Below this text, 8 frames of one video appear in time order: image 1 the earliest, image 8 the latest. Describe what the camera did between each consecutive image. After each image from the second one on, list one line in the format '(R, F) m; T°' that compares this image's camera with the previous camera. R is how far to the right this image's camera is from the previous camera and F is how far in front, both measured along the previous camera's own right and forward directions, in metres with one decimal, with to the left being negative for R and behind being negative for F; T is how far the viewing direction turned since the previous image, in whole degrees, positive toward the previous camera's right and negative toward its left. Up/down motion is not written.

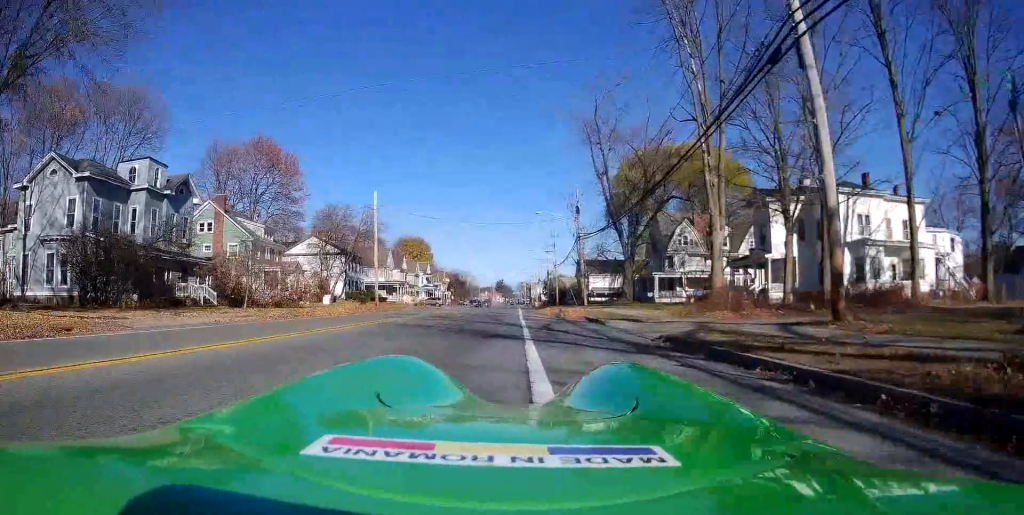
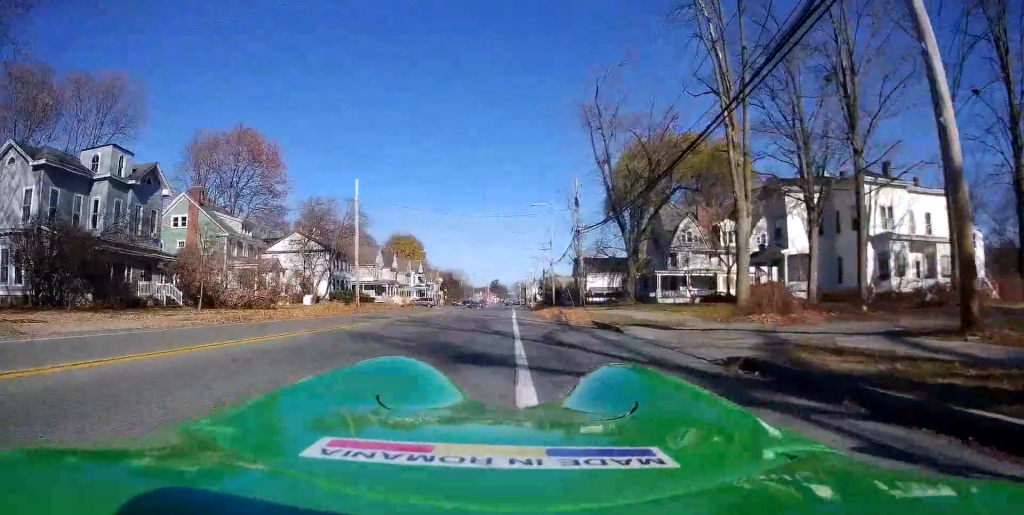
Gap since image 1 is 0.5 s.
(0.0, +4.2) m; -1°
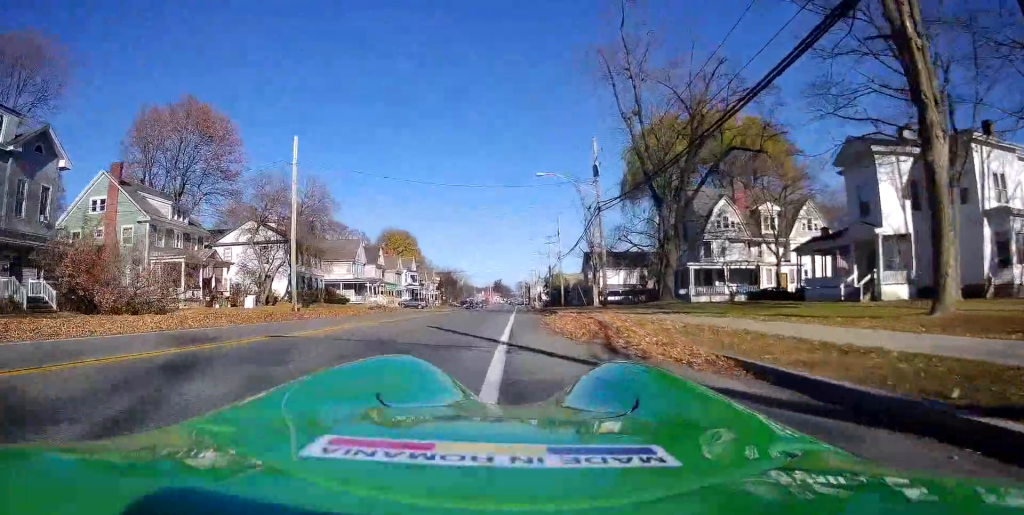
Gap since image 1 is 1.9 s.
(-0.3, +12.9) m; -2°
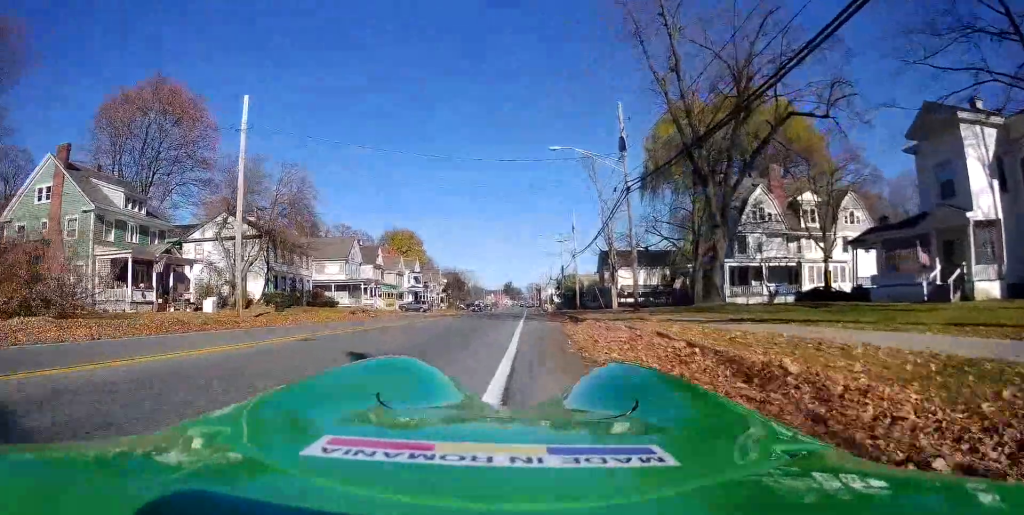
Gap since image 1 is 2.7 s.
(+0.1, +7.5) m; -1°
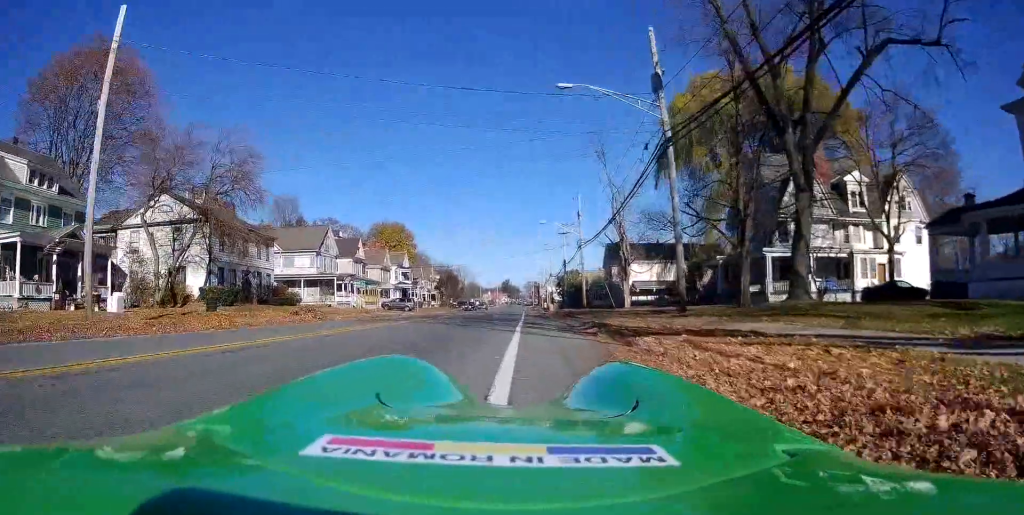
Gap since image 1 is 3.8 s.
(-0.3, +9.7) m; -3°
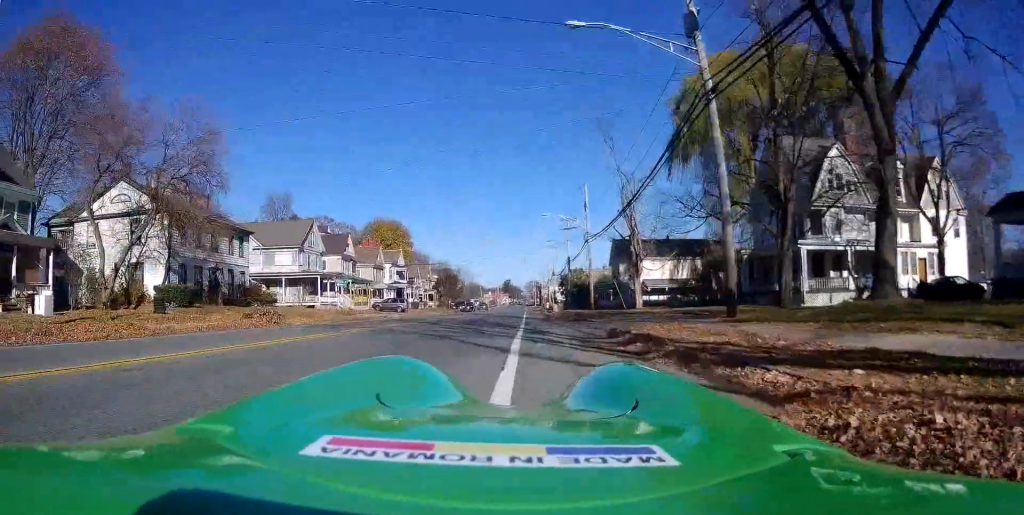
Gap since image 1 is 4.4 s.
(-0.2, +5.3) m; -2°
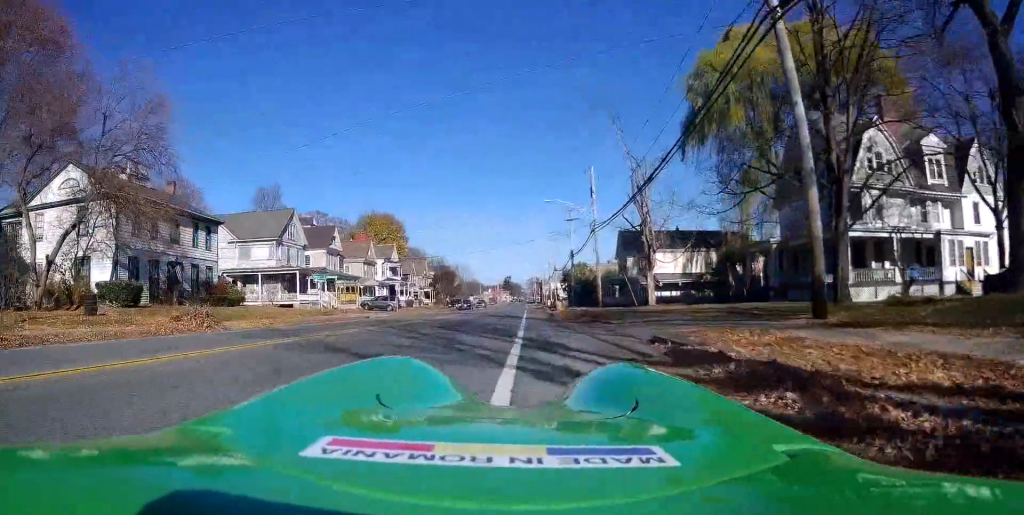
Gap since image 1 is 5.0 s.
(+0.1, +5.8) m; 0°
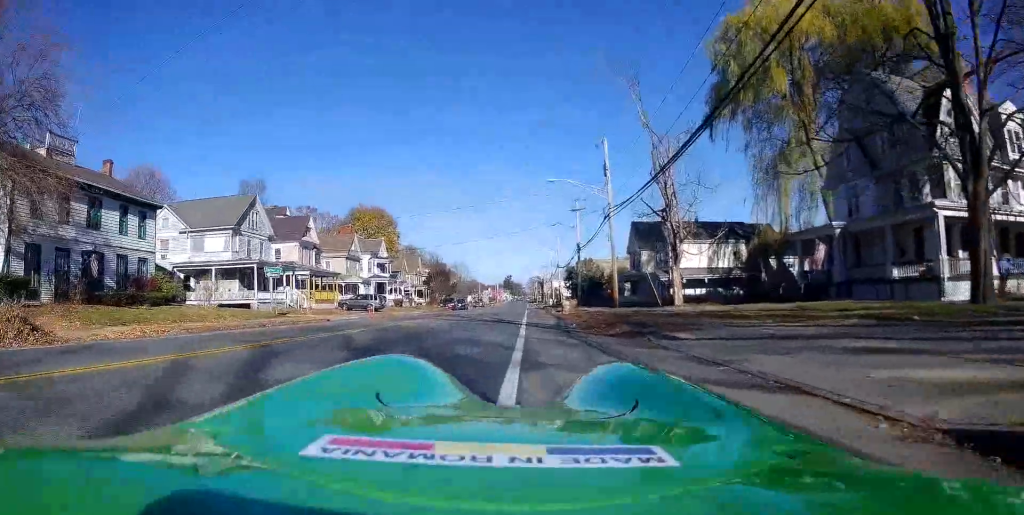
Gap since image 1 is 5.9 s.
(-0.1, +8.4) m; -2°
